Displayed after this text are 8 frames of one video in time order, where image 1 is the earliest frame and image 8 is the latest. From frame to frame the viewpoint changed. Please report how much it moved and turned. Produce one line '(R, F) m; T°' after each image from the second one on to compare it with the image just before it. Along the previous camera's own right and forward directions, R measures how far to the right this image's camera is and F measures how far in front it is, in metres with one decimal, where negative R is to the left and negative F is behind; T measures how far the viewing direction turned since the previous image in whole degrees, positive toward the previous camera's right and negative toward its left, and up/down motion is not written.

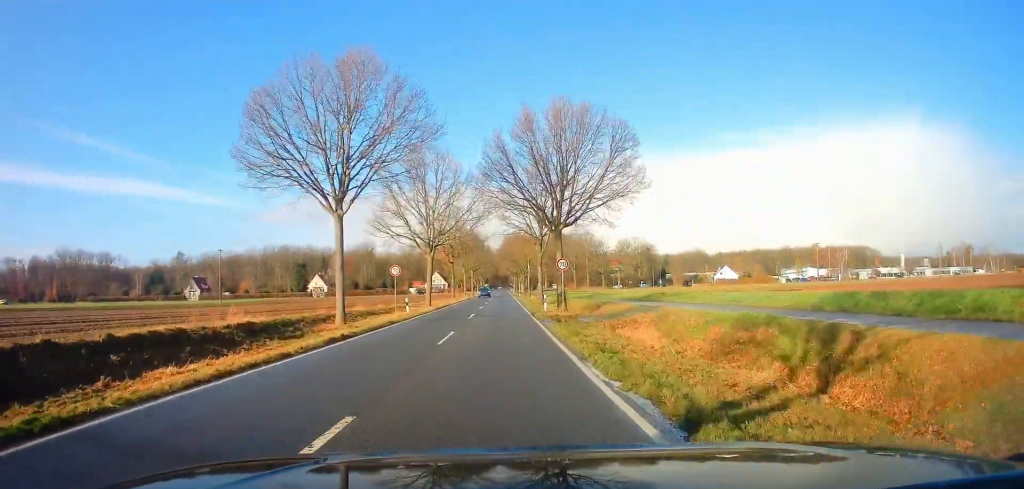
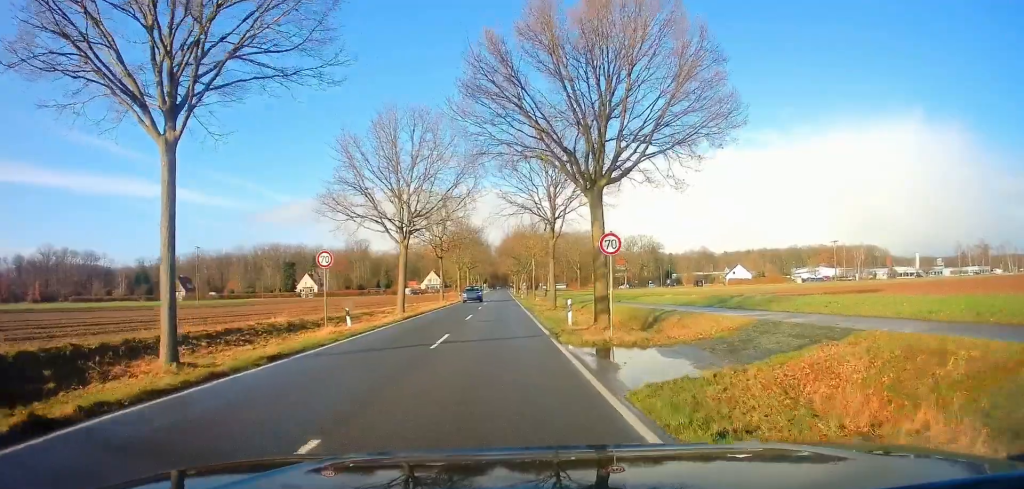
(0.0, +12.7) m; 0°
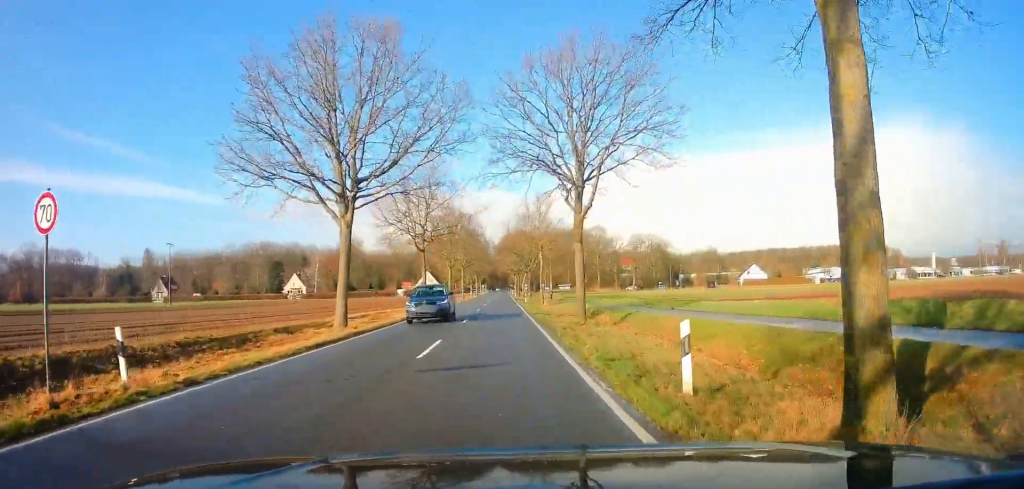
(-0.1, +13.3) m; 0°
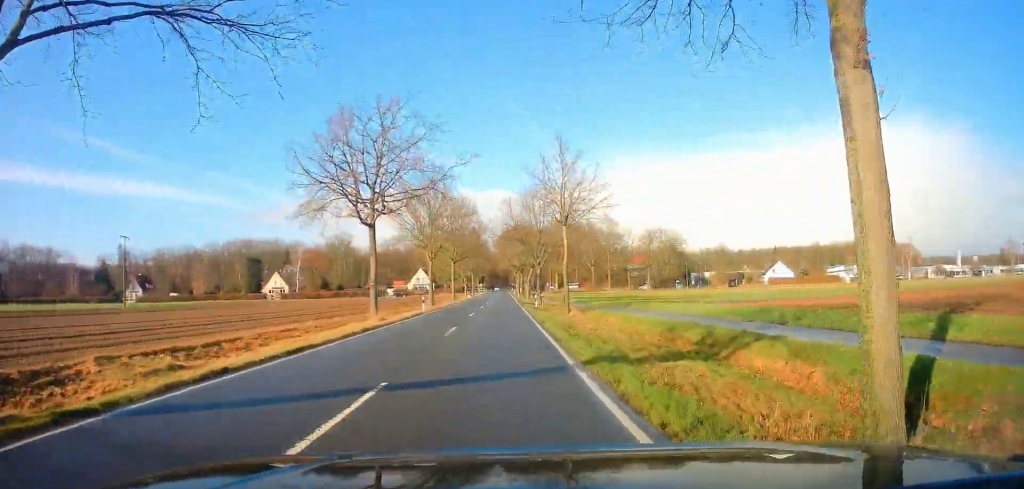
(-0.1, +18.8) m; 0°
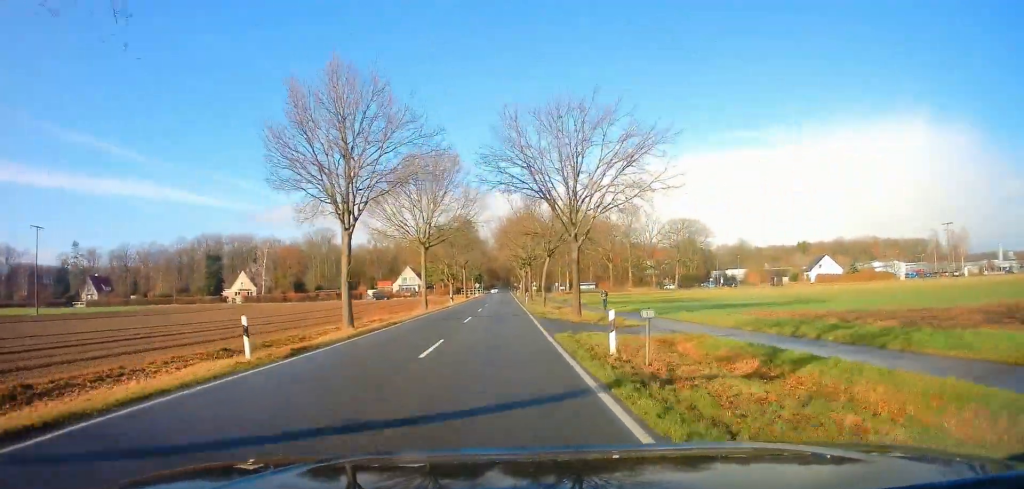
(0.0, +28.0) m; +1°
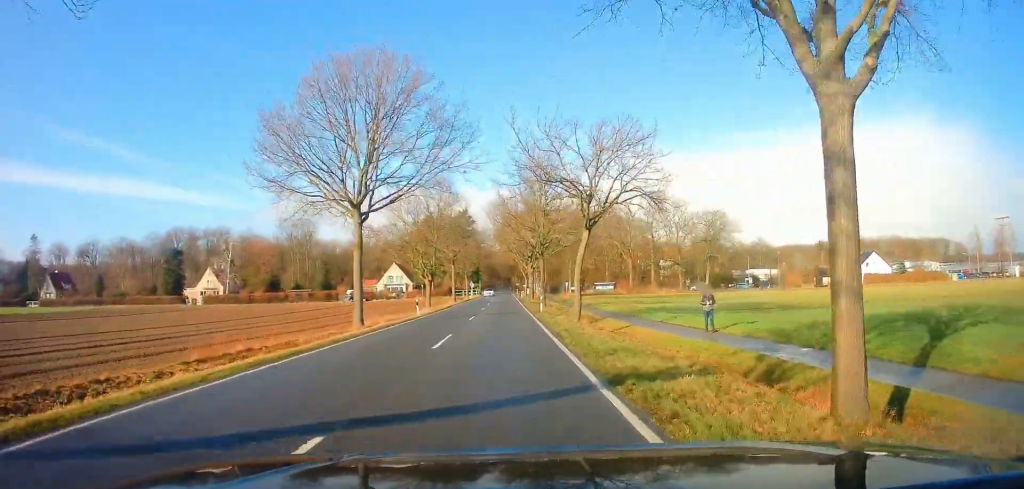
(+0.4, +22.0) m; 0°
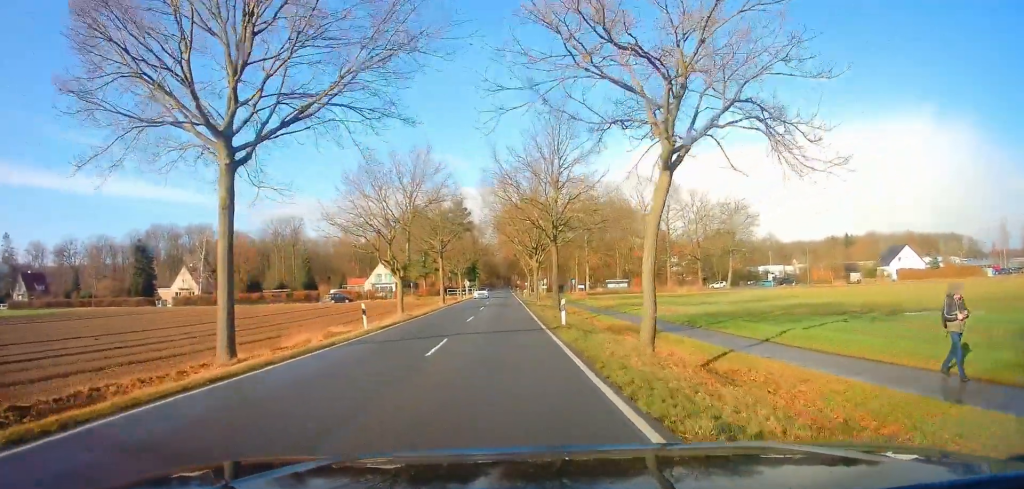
(-0.2, +13.0) m; 0°
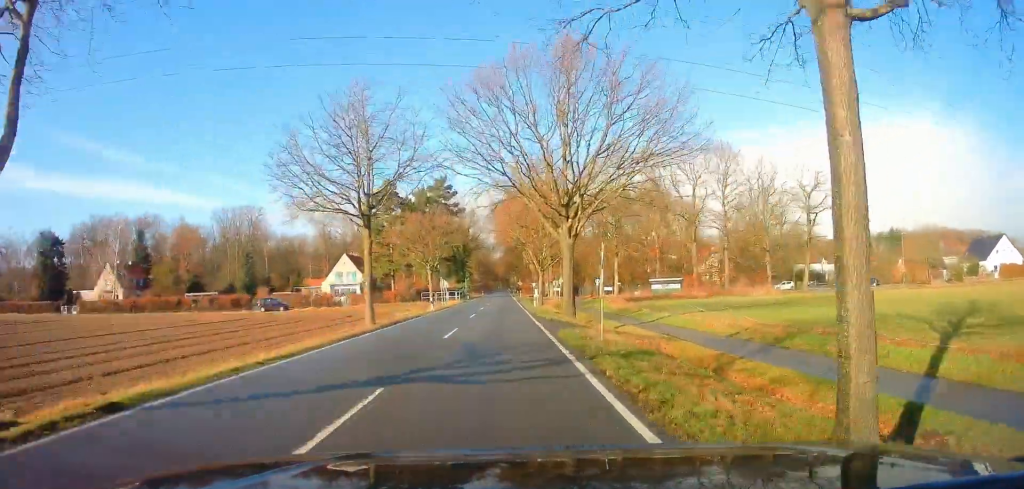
(-0.1, +31.2) m; -1°
